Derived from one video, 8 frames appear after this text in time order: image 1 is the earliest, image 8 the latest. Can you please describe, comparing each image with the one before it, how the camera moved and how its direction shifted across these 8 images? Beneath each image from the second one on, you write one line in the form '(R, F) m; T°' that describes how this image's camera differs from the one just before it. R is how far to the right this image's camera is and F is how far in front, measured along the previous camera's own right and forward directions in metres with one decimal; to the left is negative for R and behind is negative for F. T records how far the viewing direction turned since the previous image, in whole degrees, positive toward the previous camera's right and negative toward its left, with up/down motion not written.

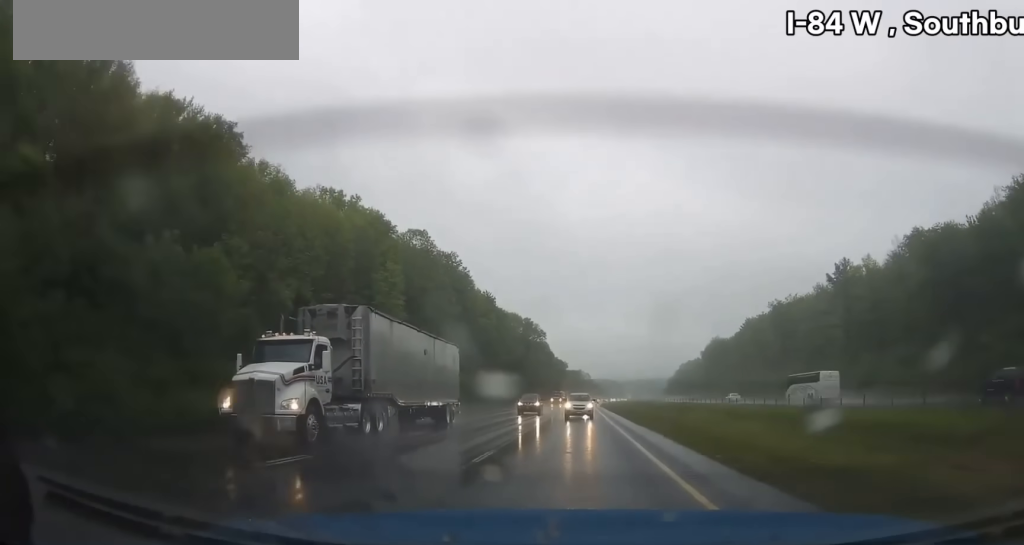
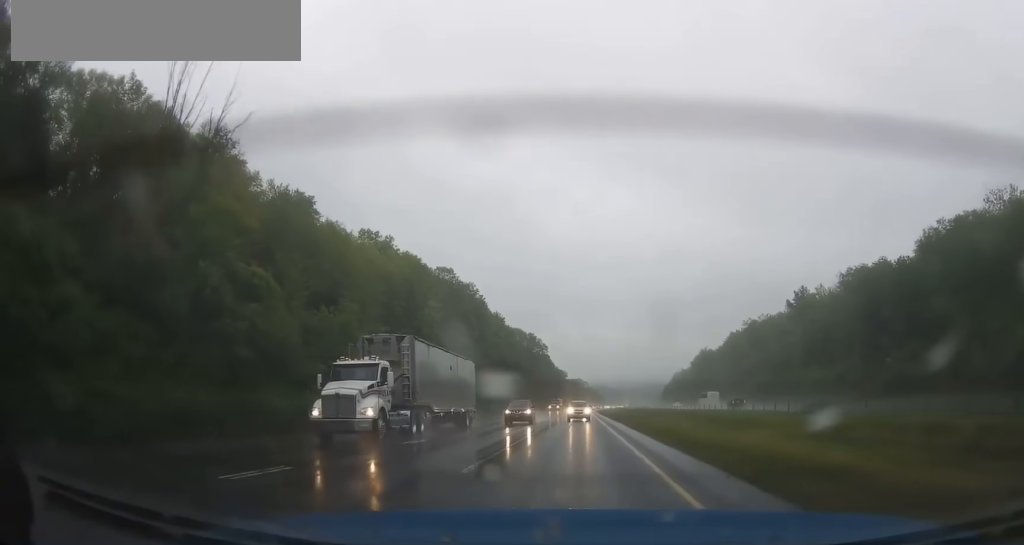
(-0.4, +23.4) m; 0°
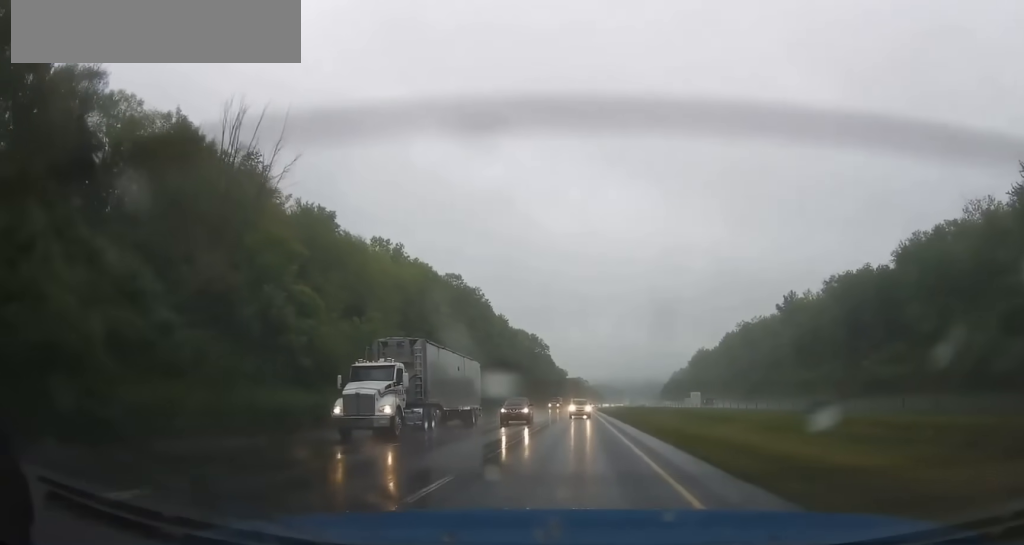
(+0.1, +8.3) m; 0°
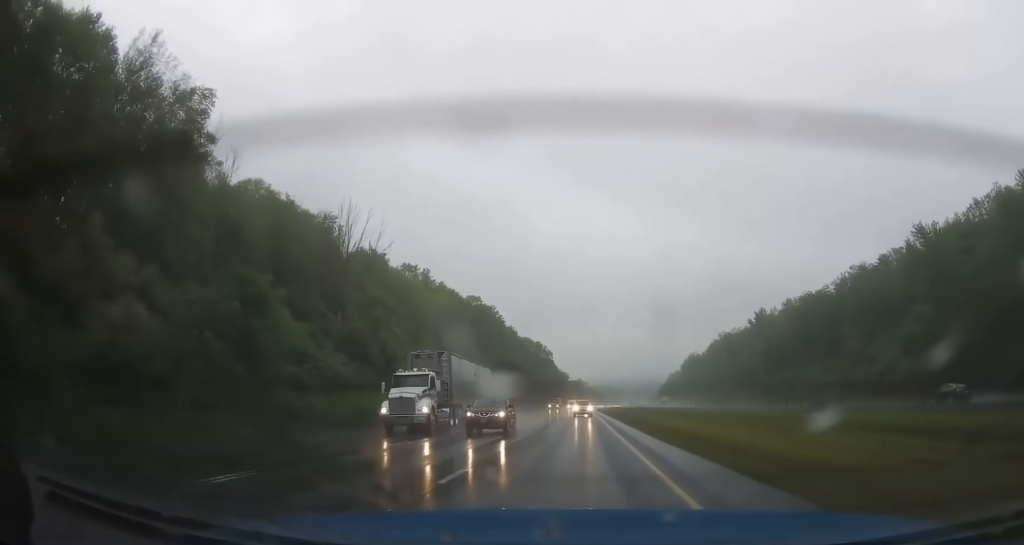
(-0.4, +27.1) m; -2°
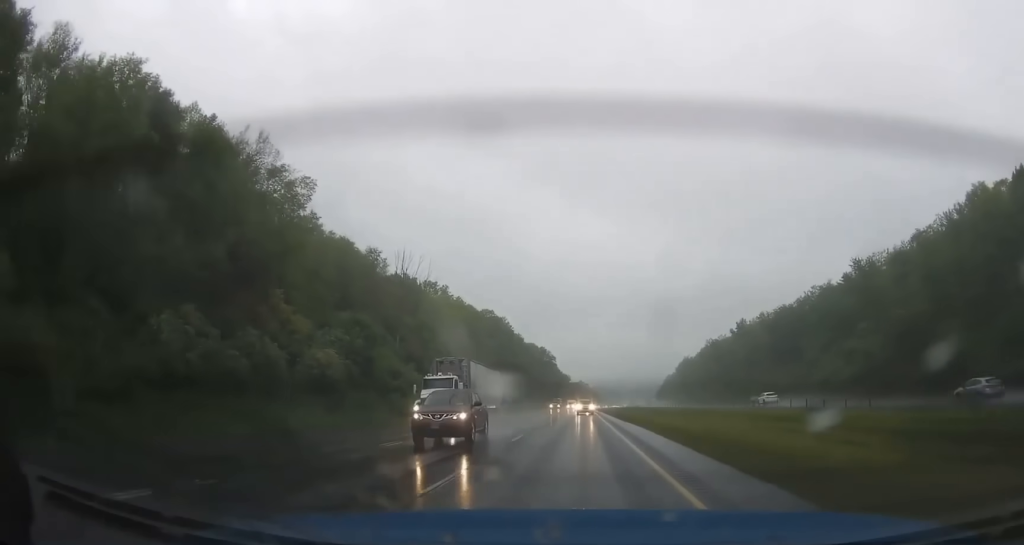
(-0.1, +23.4) m; 0°
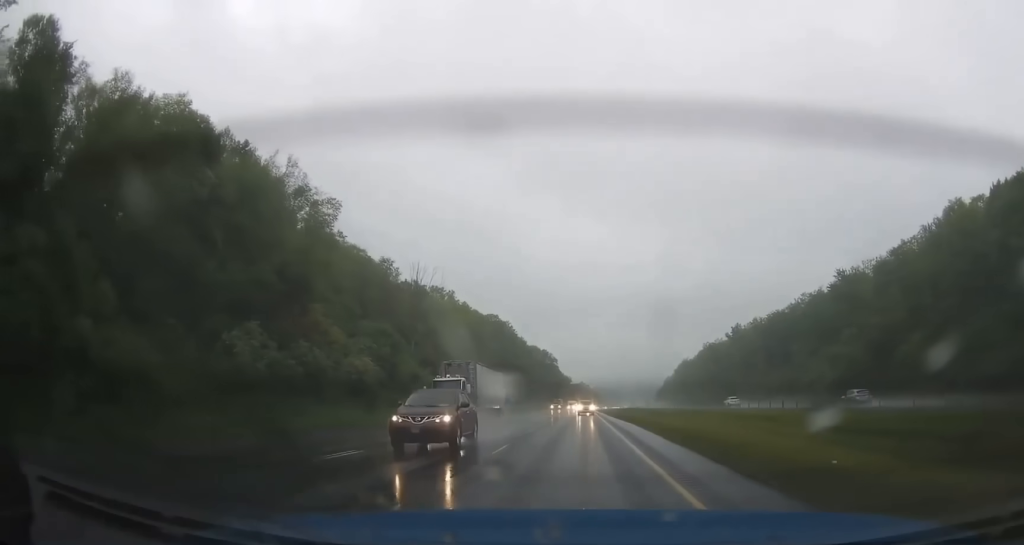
(-0.2, +7.7) m; 0°
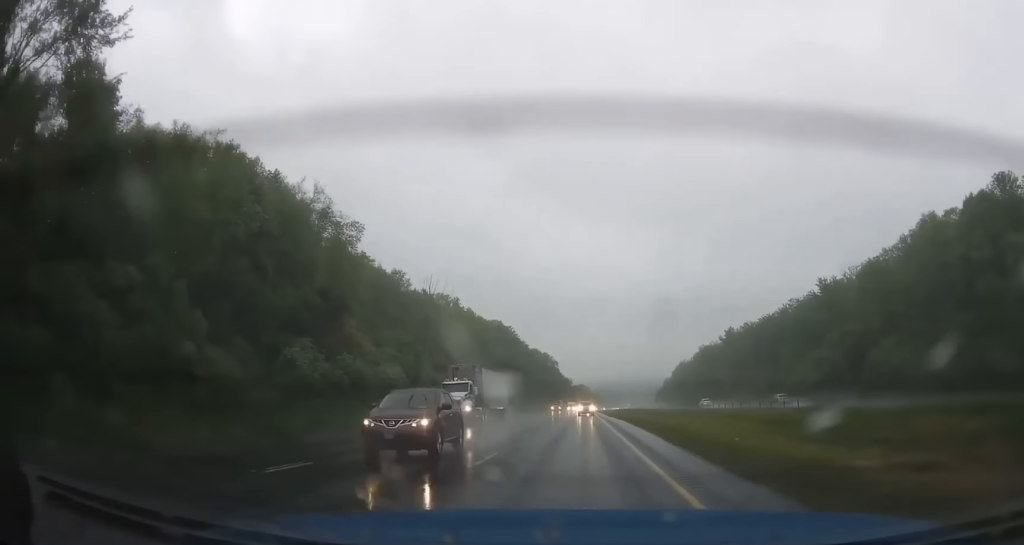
(+0.1, +8.9) m; 0°
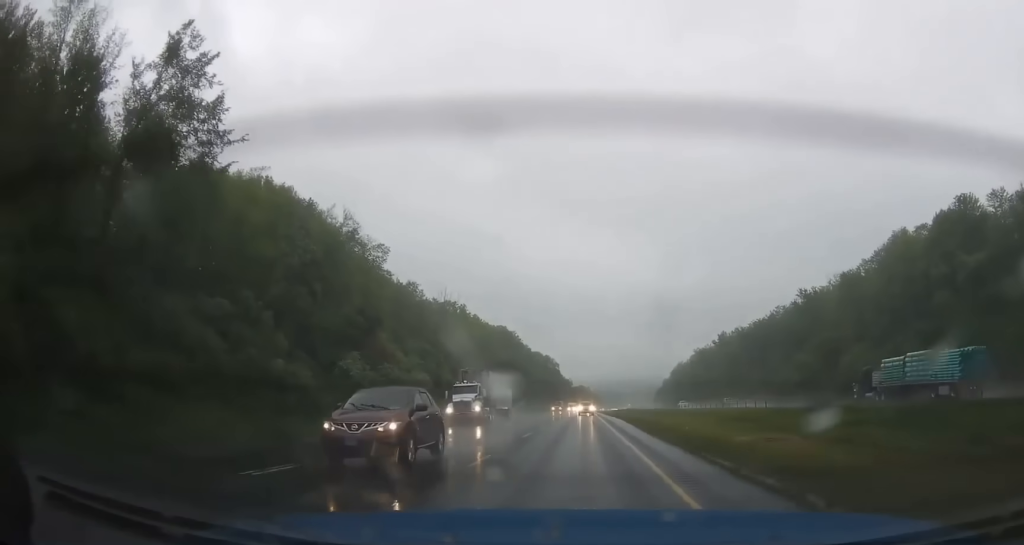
(+0.3, +11.4) m; +1°
